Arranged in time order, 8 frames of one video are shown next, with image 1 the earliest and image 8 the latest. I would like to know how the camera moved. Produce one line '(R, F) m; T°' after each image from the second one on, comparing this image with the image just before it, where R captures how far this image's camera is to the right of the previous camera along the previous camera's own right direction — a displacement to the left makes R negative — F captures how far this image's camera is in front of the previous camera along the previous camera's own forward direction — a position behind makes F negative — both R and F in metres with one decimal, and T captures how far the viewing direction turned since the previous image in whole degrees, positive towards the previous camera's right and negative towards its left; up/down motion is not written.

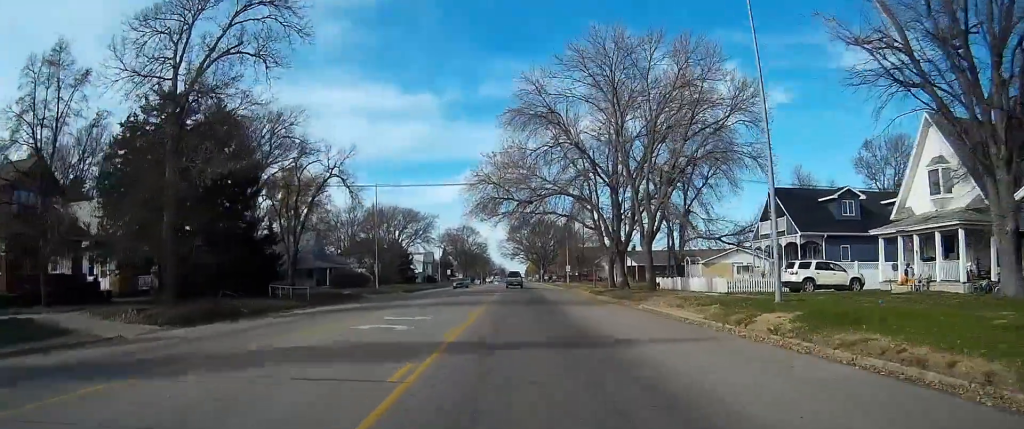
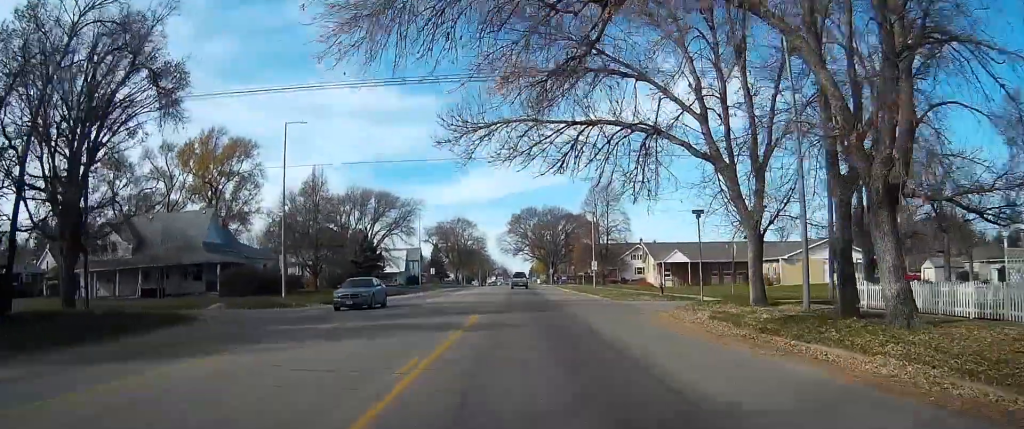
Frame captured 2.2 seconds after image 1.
(+0.2, +35.9) m; 0°
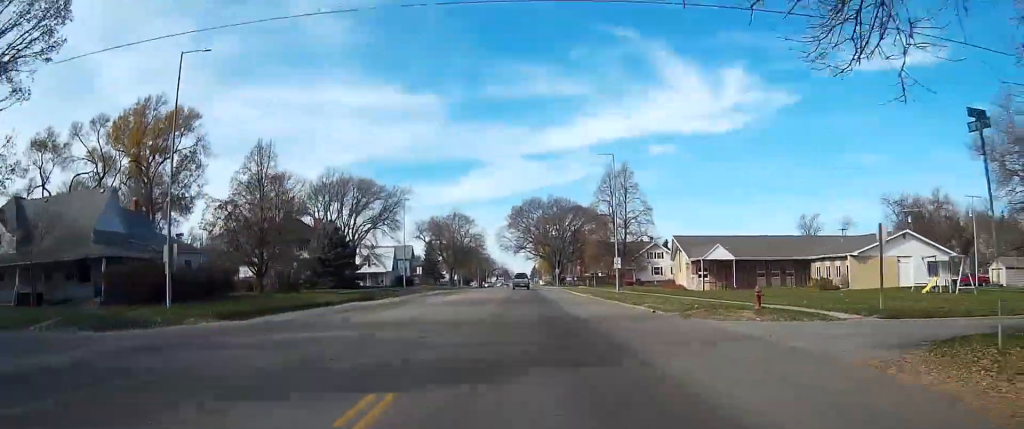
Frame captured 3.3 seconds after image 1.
(-0.1, +17.9) m; 0°
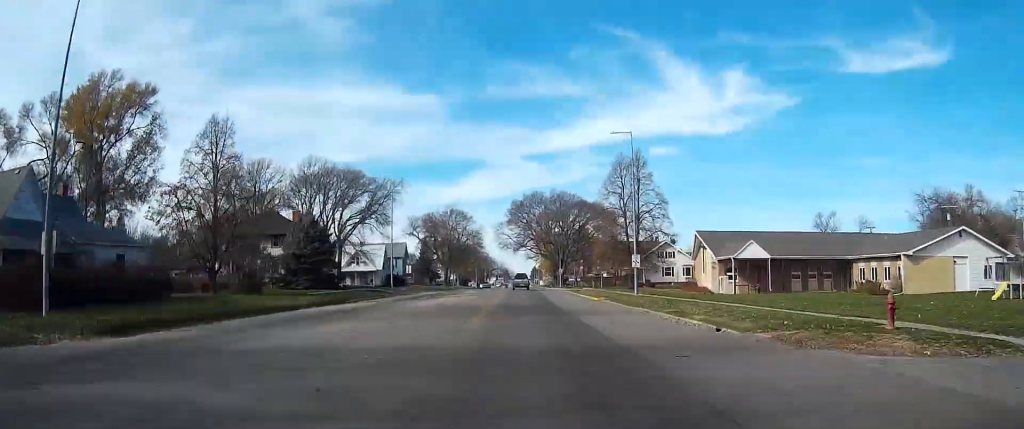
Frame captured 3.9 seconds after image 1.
(+0.1, +10.2) m; 0°
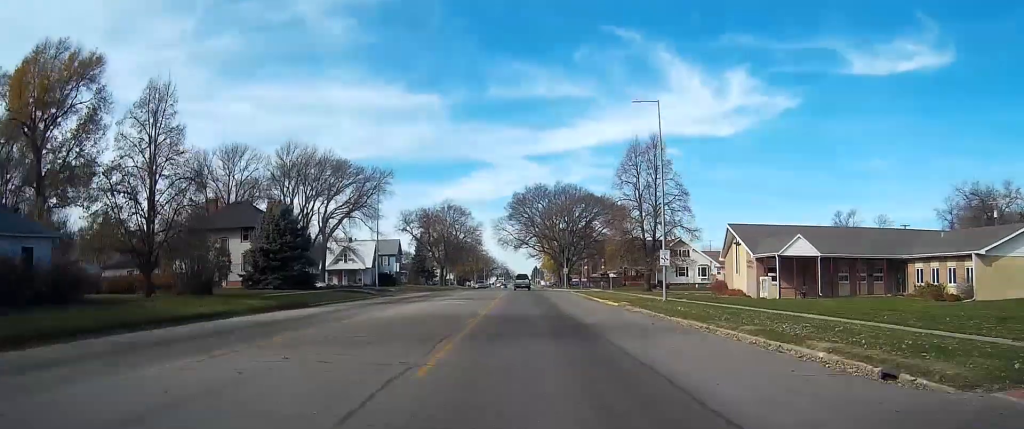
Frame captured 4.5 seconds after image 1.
(0.0, +10.3) m; 0°
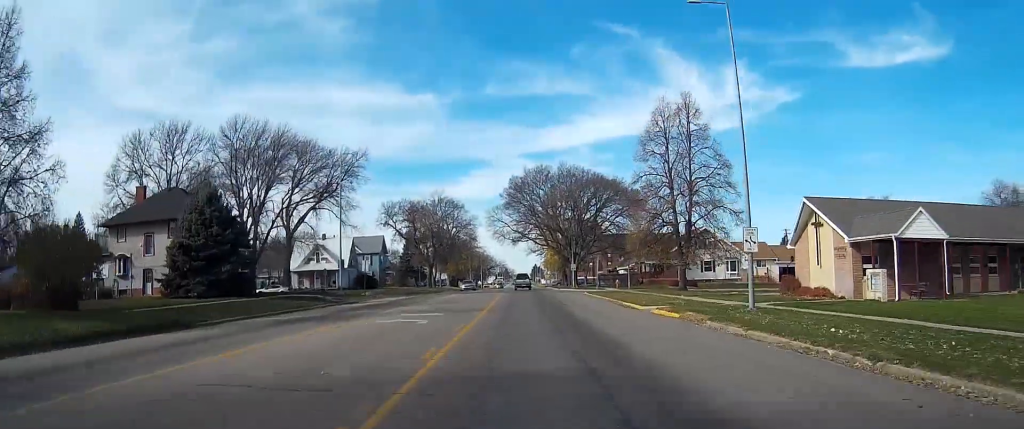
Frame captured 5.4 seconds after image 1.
(0.0, +16.8) m; 0°
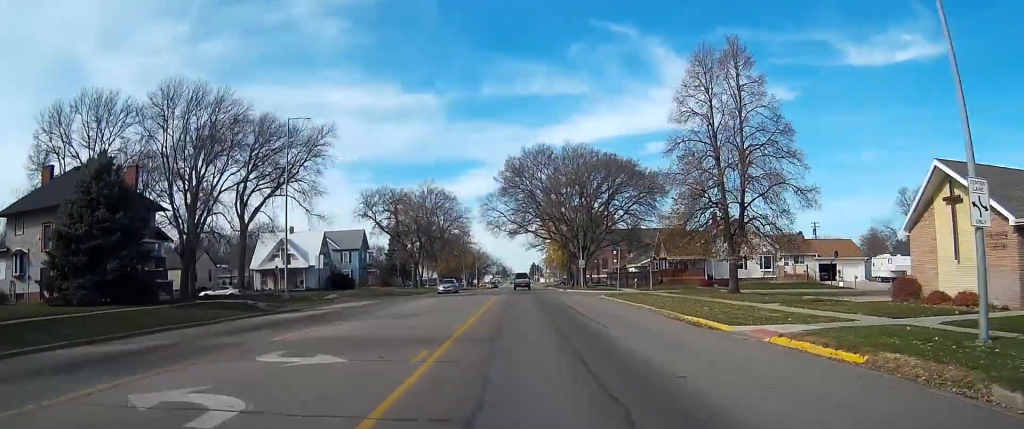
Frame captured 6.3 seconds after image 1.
(0.0, +15.3) m; 0°
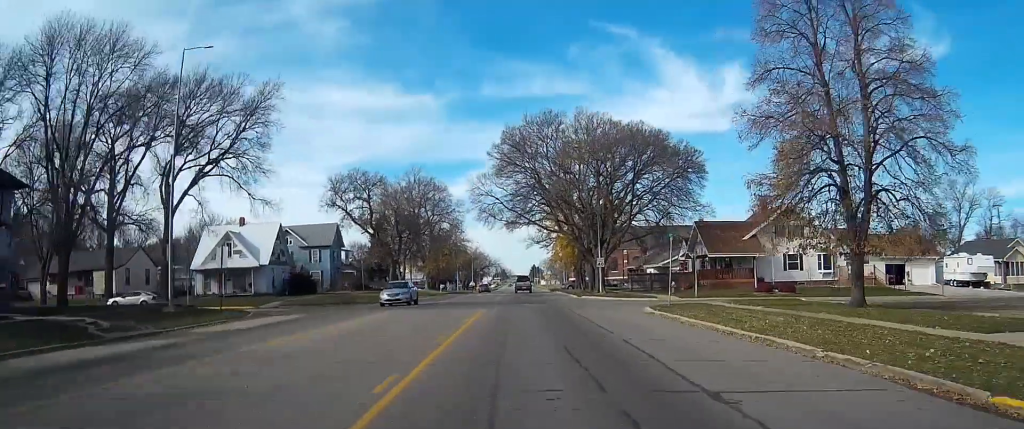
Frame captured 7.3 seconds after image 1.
(0.0, +17.4) m; 0°
